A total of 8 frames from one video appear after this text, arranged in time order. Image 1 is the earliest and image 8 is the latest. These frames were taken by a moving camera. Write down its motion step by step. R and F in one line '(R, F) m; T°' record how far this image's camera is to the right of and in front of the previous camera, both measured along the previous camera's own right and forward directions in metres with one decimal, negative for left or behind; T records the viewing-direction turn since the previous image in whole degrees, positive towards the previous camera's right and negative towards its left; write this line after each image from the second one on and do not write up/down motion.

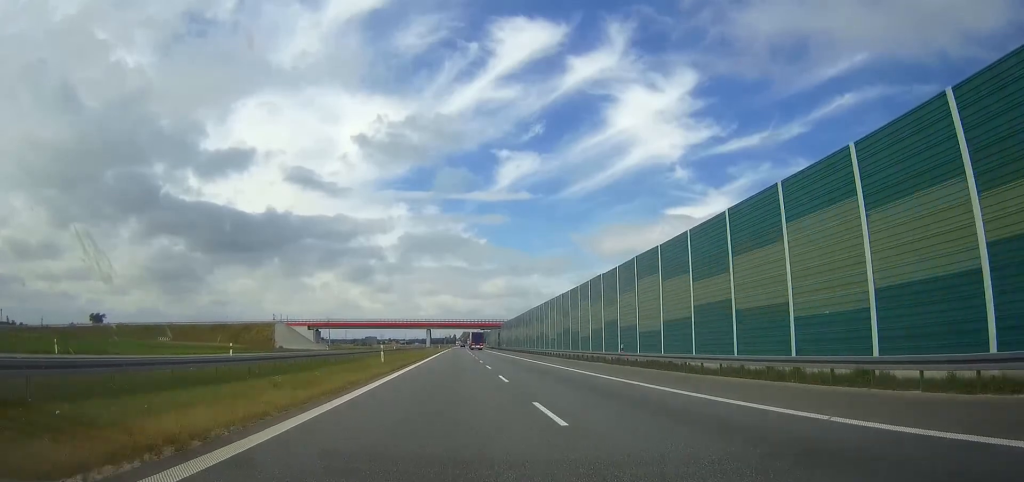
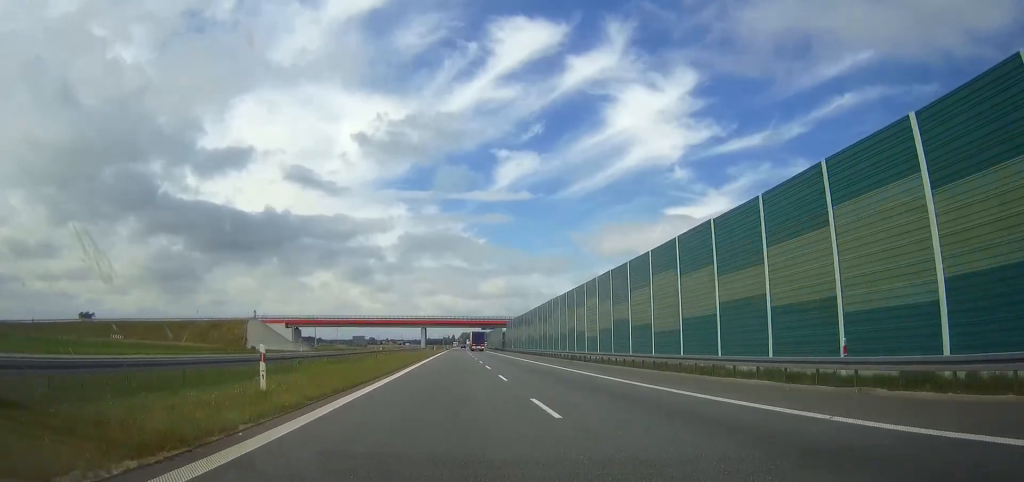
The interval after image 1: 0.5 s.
(0.0, +23.0) m; 0°
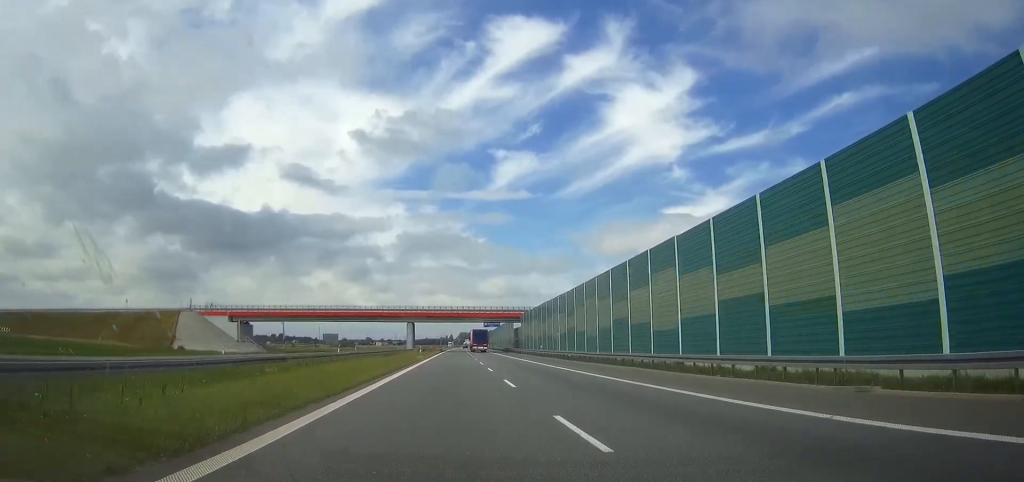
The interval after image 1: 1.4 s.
(0.0, +39.9) m; 0°
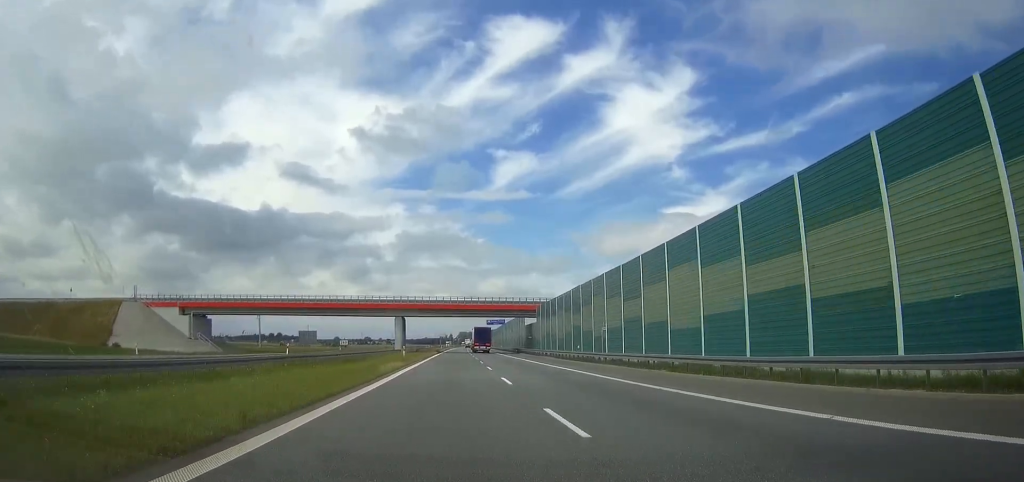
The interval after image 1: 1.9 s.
(0.0, +23.0) m; 0°
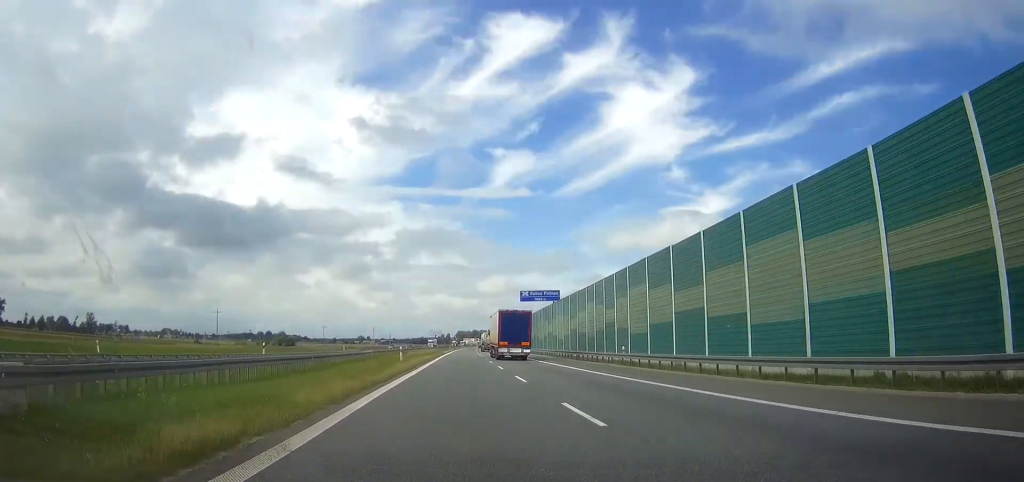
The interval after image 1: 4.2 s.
(+0.1, +108.0) m; 0°
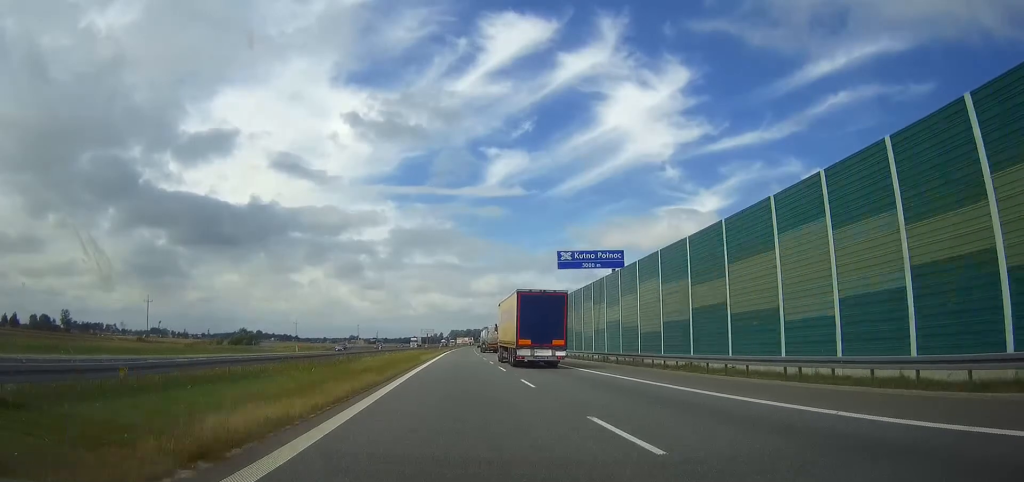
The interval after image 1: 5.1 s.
(0.0, +39.1) m; 0°
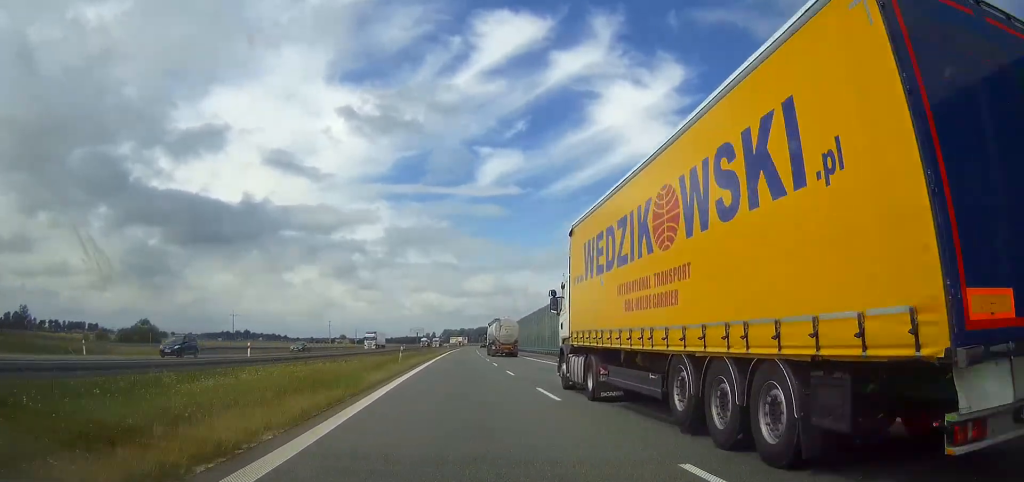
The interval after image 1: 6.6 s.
(0.0, +65.7) m; 0°
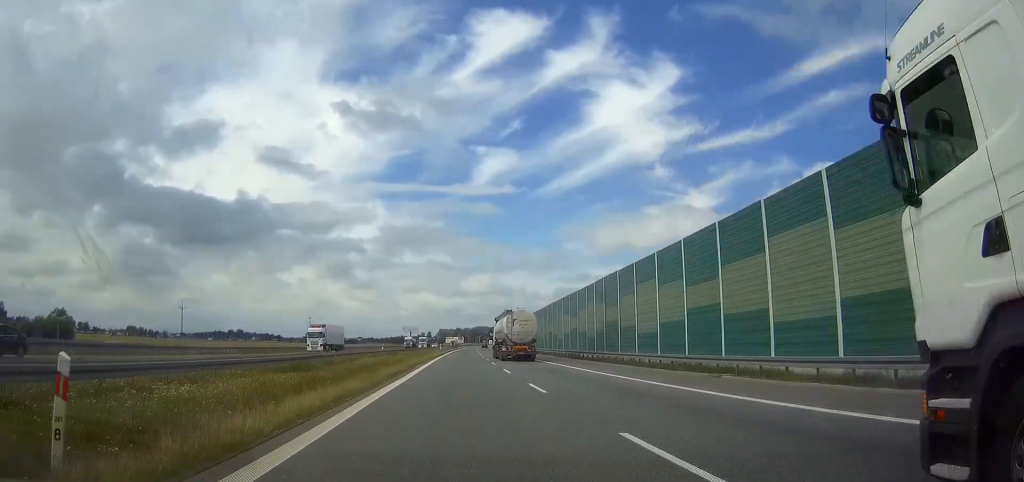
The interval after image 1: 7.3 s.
(0.0, +34.1) m; 0°
